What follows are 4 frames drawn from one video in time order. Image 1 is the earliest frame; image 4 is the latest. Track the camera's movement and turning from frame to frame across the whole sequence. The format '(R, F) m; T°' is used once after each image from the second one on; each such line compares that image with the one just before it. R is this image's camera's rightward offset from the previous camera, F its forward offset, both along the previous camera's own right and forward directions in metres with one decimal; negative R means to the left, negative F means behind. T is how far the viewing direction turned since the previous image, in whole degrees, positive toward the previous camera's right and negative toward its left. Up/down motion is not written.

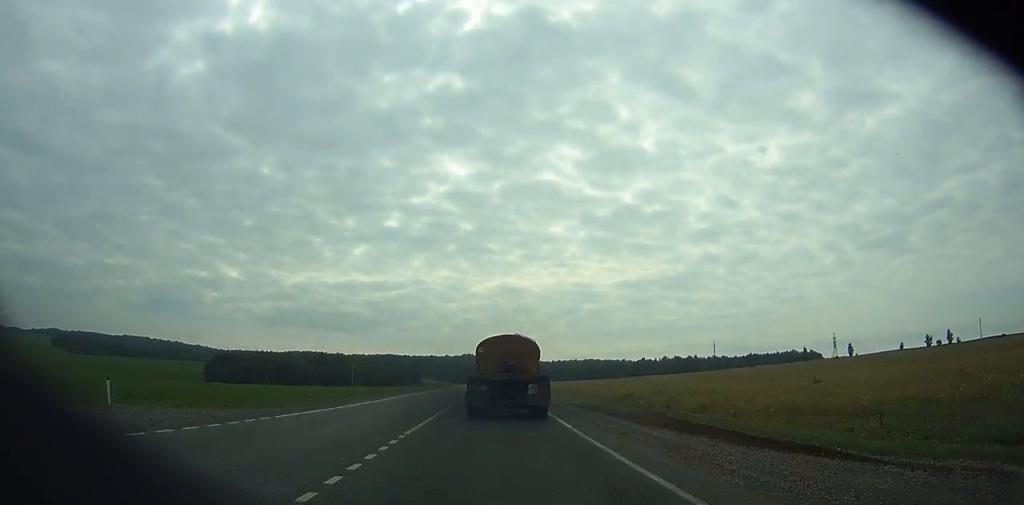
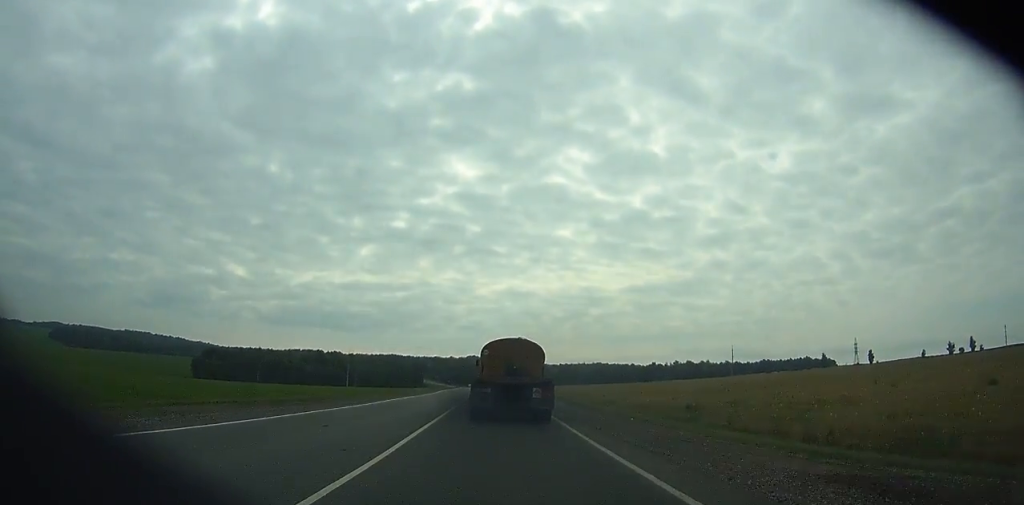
(-0.2, +22.0) m; -1°
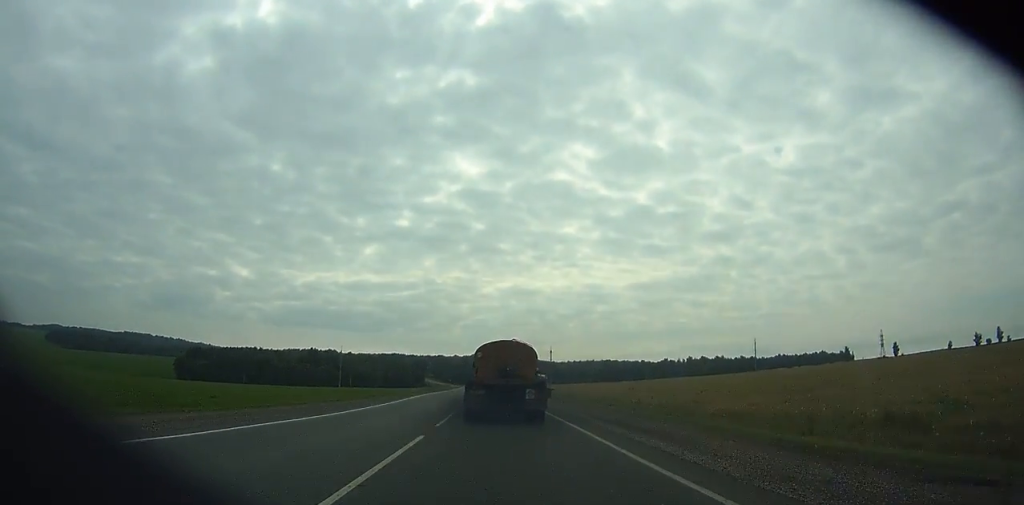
(-0.1, +27.1) m; -1°
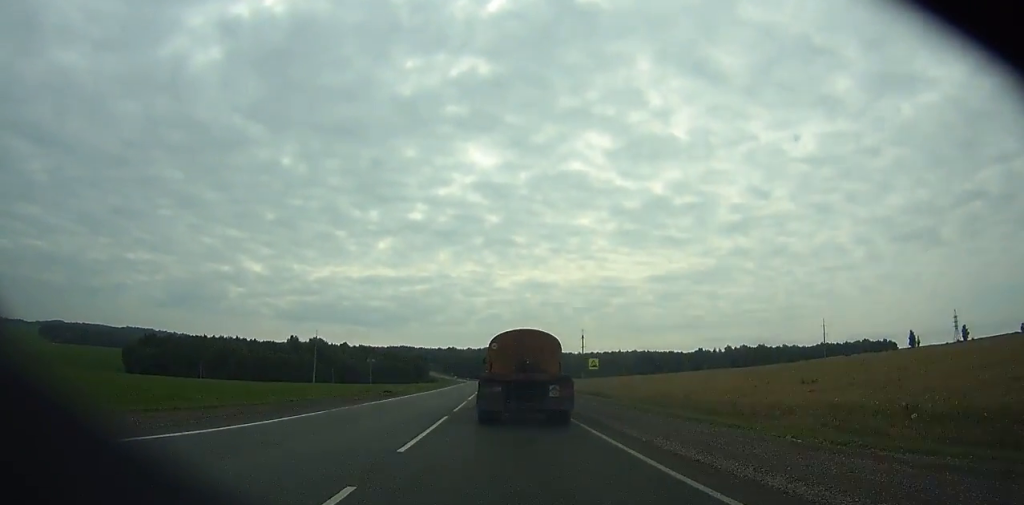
(-0.6, +65.2) m; -1°
